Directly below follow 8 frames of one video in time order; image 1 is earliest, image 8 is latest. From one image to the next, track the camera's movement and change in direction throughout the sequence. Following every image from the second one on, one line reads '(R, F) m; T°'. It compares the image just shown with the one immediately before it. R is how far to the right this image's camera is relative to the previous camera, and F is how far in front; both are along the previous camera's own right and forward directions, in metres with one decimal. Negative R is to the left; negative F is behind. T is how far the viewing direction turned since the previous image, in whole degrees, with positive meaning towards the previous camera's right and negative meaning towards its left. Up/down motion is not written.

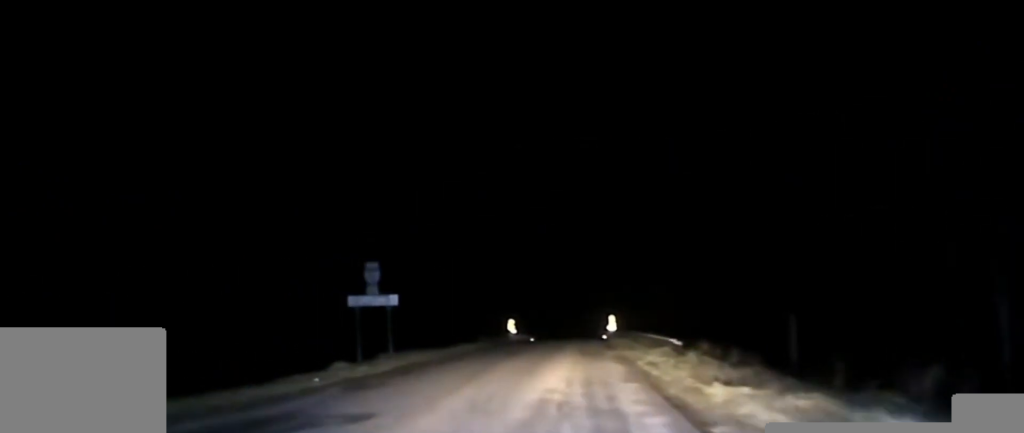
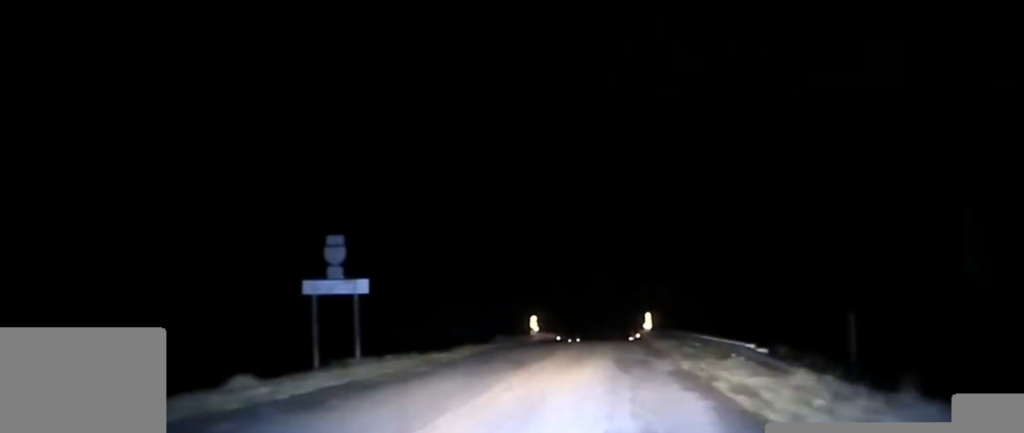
(-0.6, +11.0) m; -4°
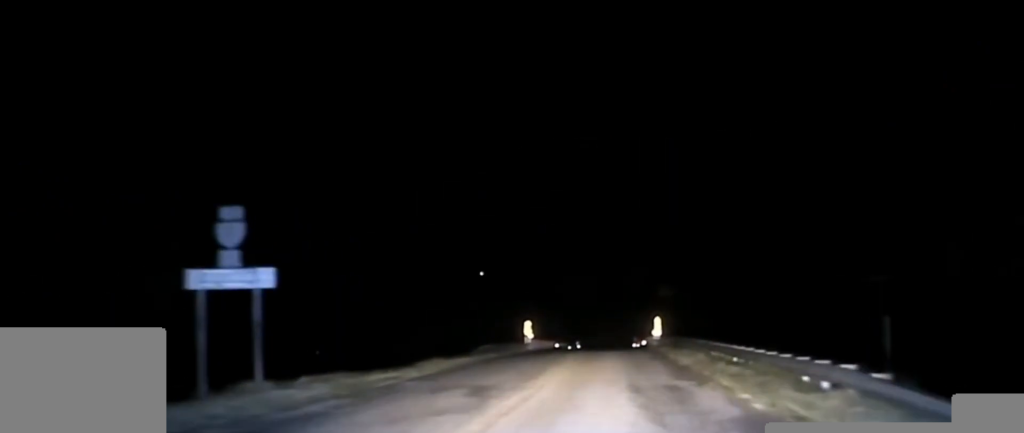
(-0.3, +7.5) m; -1°
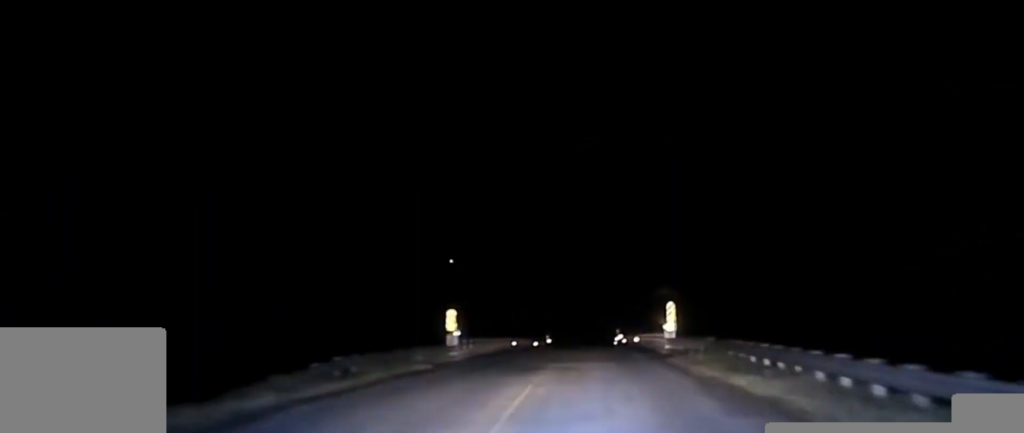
(+0.5, +25.0) m; +2°
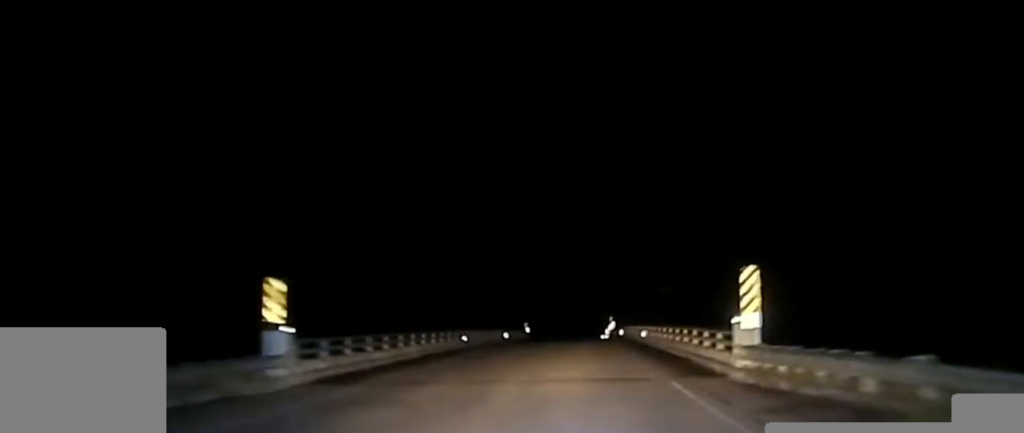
(+0.2, +23.6) m; 0°
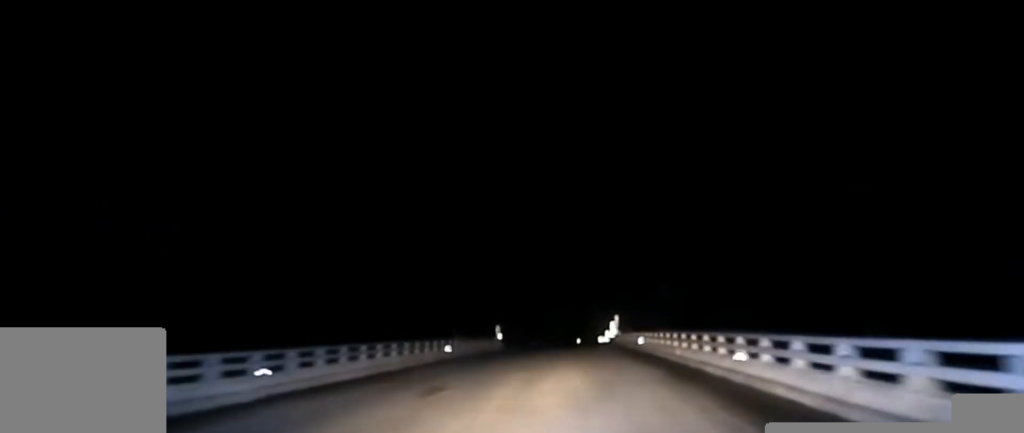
(-0.1, +35.4) m; 0°
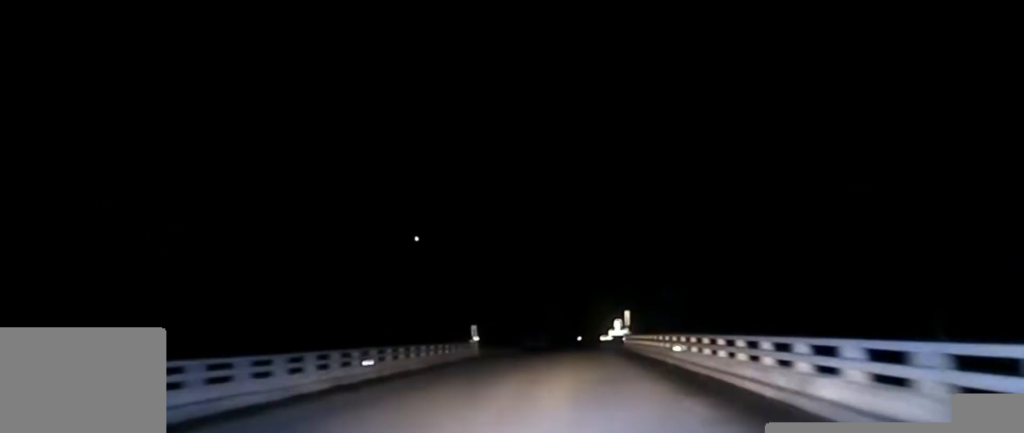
(-0.1, +18.7) m; 0°
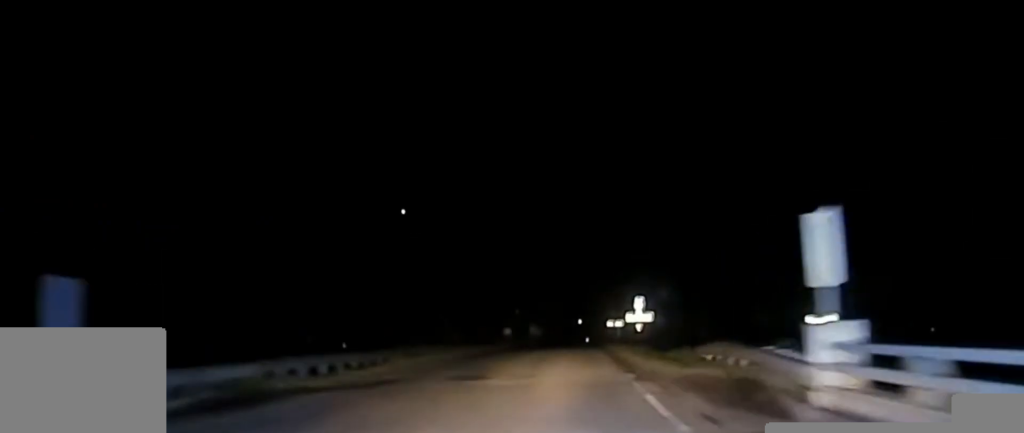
(-0.1, +49.7) m; -1°
